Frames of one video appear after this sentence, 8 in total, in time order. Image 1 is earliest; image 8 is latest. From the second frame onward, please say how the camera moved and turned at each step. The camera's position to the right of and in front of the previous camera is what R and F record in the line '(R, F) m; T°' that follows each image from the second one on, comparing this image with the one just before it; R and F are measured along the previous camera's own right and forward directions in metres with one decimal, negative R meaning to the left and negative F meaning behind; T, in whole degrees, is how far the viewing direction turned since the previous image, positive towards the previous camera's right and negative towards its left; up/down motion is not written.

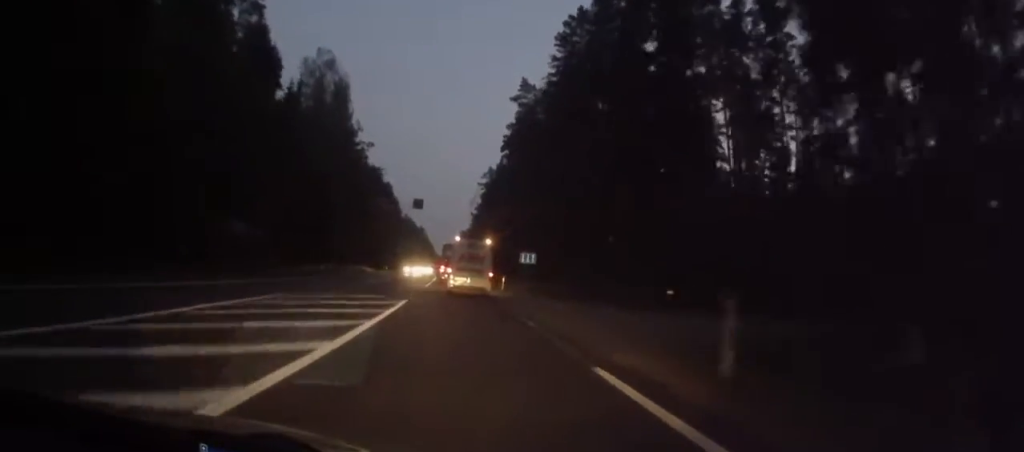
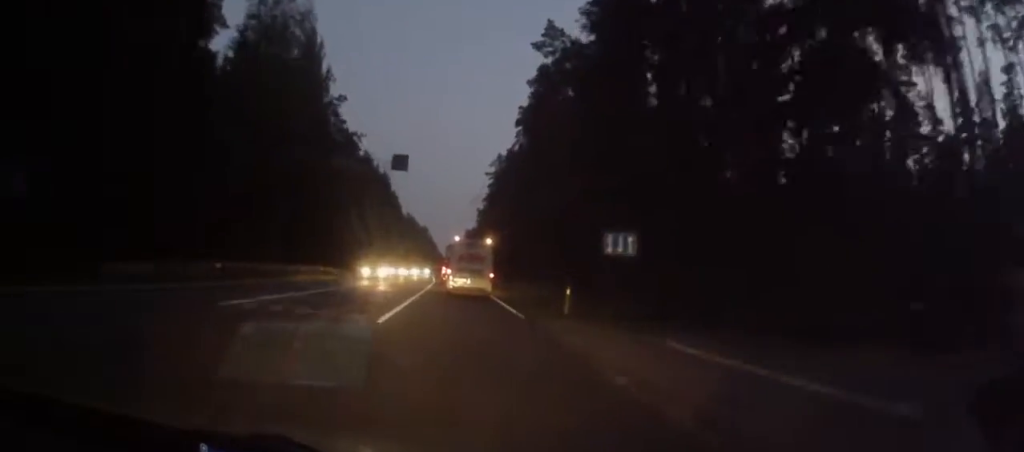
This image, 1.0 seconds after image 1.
(+0.3, +22.8) m; 0°
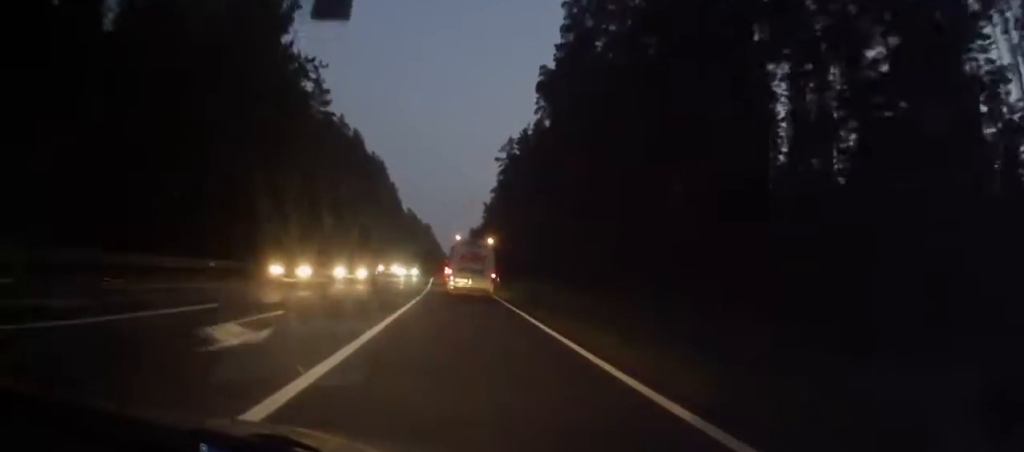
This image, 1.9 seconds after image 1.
(-0.2, +21.2) m; -1°
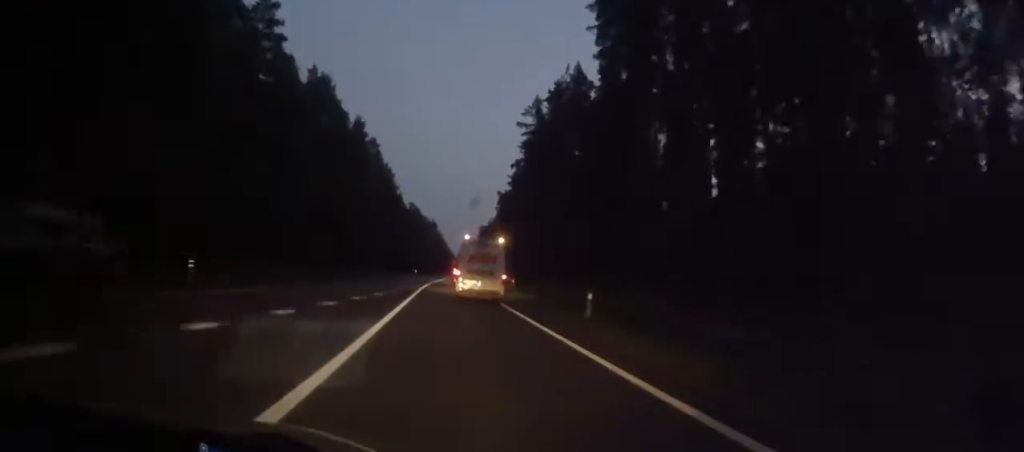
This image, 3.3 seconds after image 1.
(-0.2, +34.5) m; 0°
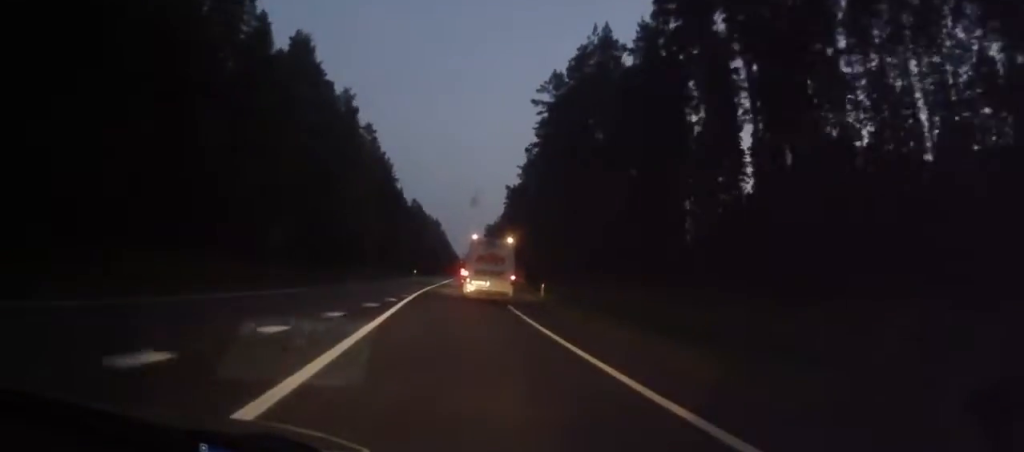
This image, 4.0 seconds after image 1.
(+0.1, +14.9) m; 0°
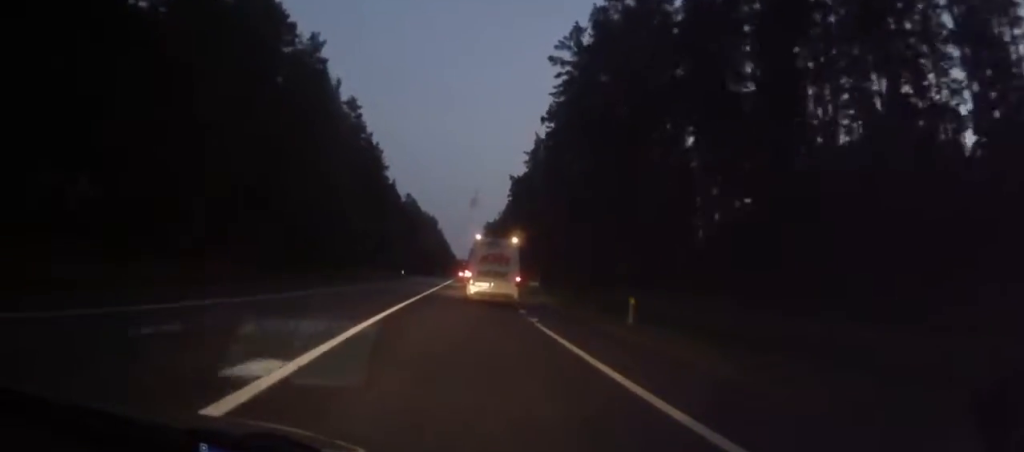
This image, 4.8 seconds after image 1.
(0.0, +19.0) m; 0°
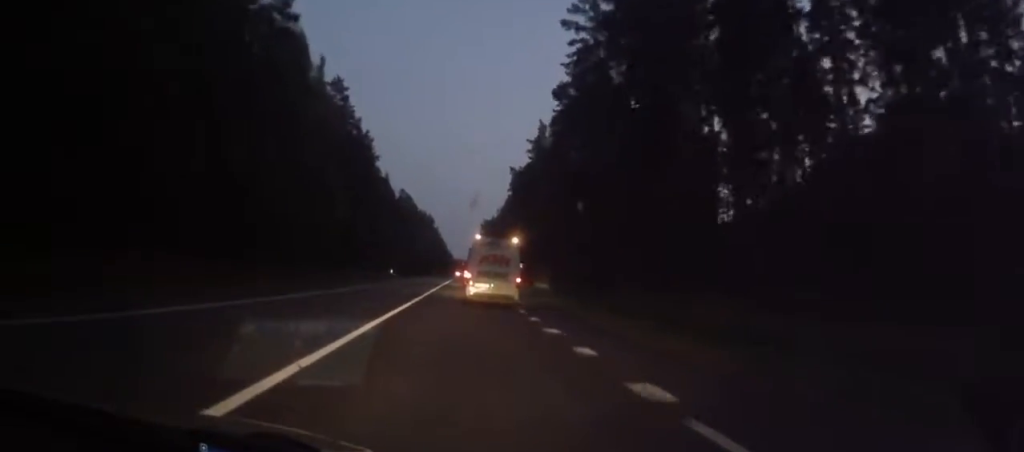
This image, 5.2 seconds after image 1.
(0.0, +11.2) m; 0°
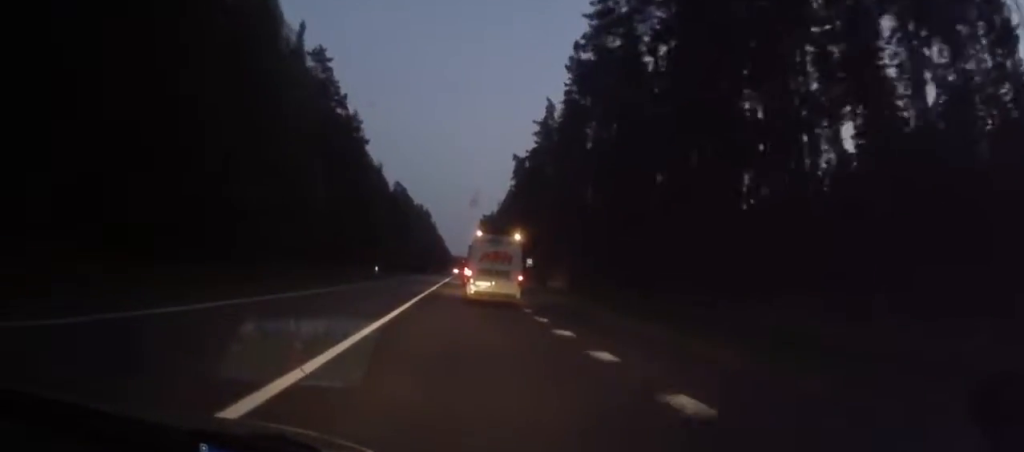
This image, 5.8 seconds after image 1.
(-0.1, +12.9) m; 0°
